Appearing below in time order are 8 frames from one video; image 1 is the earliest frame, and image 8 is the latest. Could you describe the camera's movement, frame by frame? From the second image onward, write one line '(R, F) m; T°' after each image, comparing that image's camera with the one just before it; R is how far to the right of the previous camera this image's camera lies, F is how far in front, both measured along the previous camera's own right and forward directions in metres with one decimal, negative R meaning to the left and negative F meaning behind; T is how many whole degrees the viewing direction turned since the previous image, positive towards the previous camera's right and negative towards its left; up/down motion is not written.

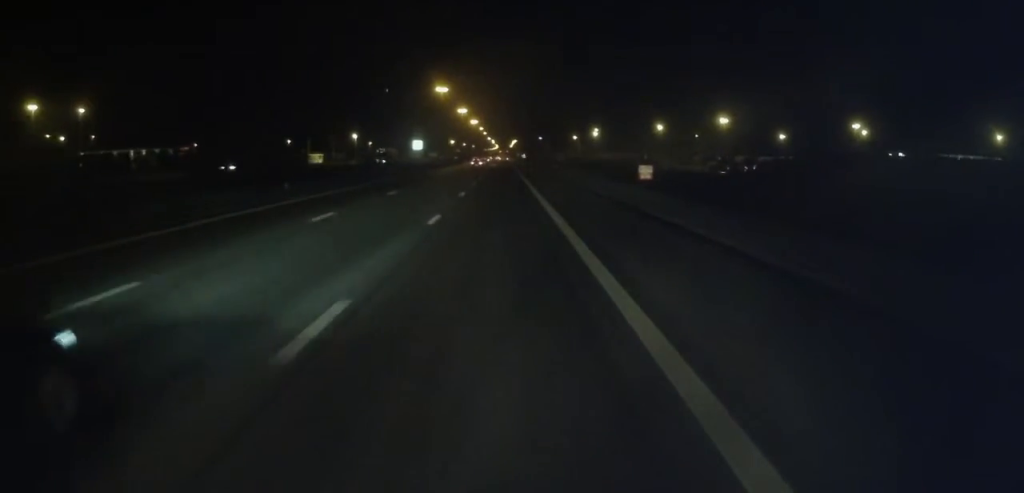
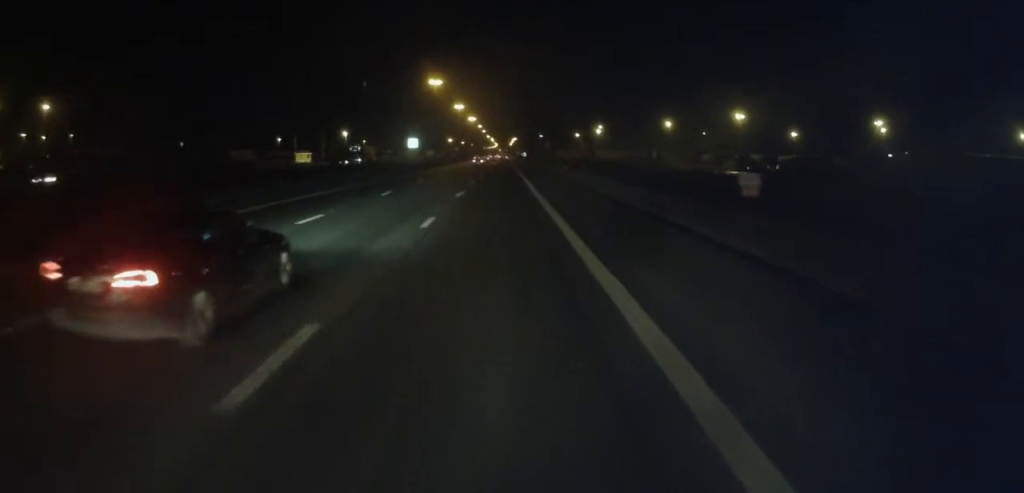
(0.0, +14.0) m; 0°
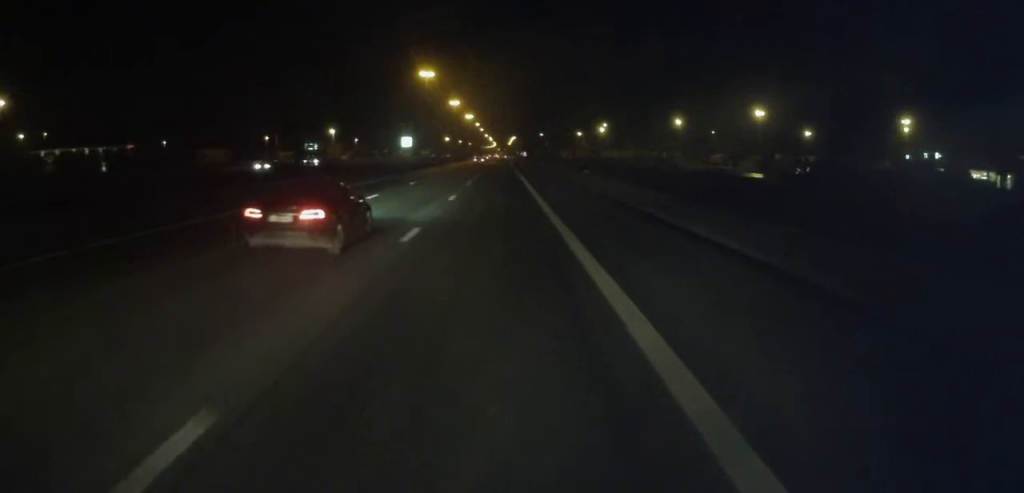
(0.0, +15.5) m; 0°
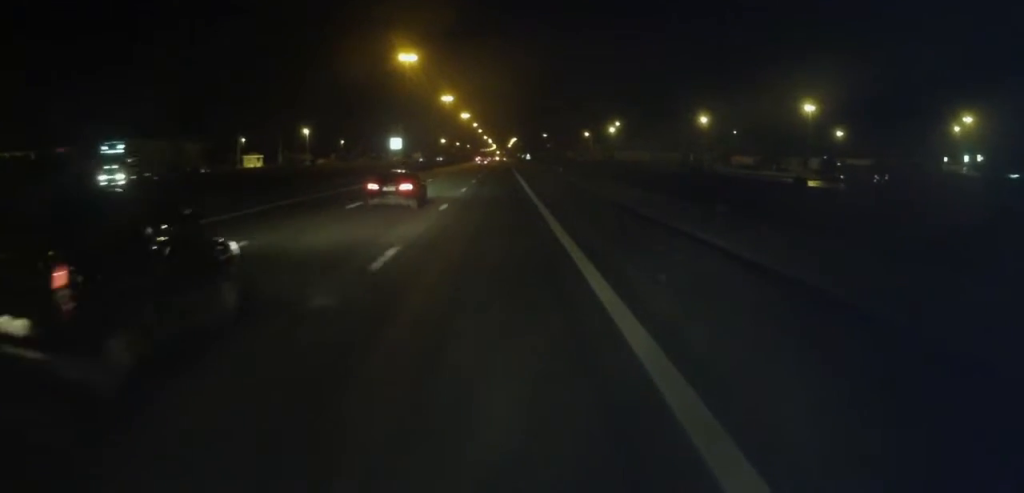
(0.0, +29.0) m; 0°
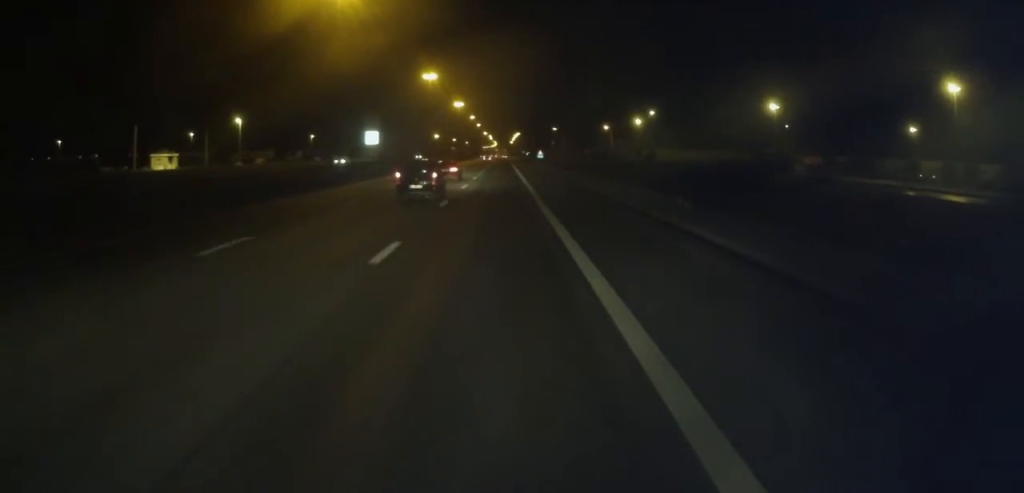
(0.0, +51.6) m; 0°
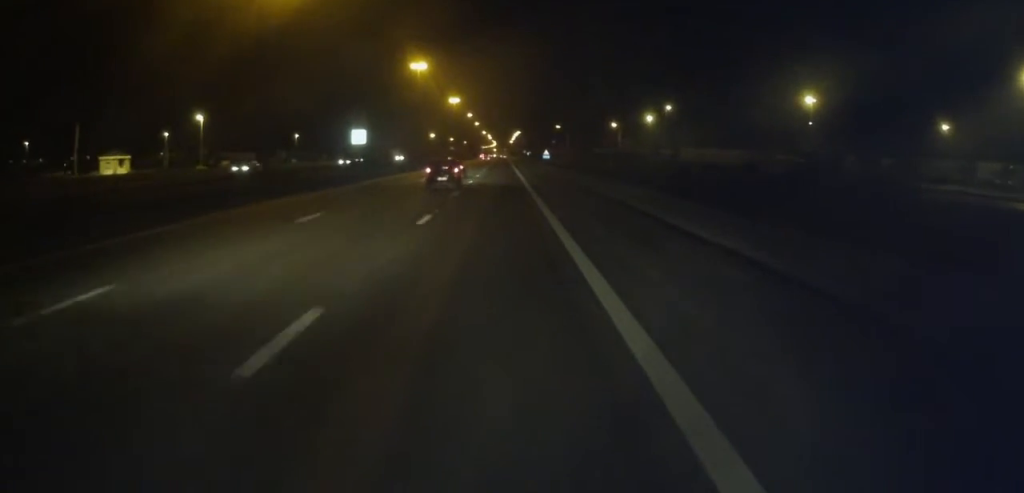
(0.0, +19.2) m; 0°
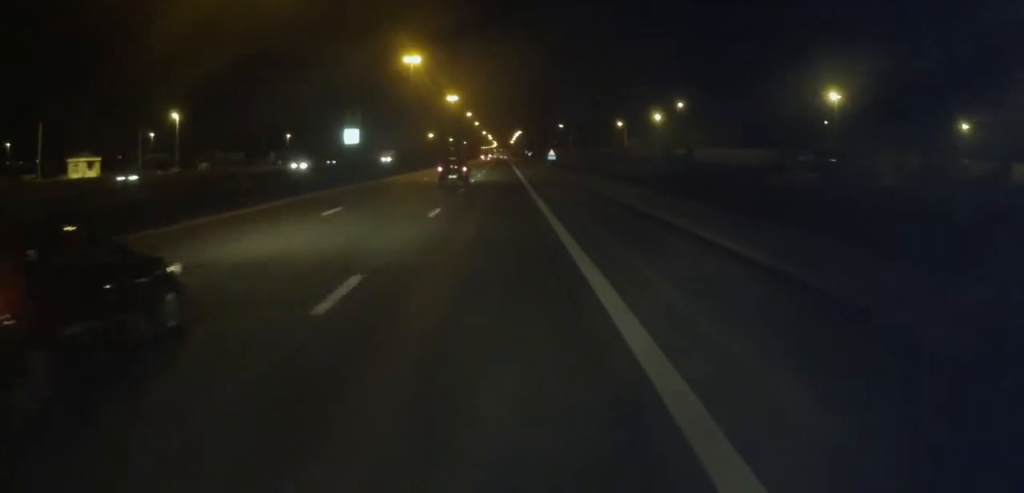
(0.0, +10.6) m; 0°
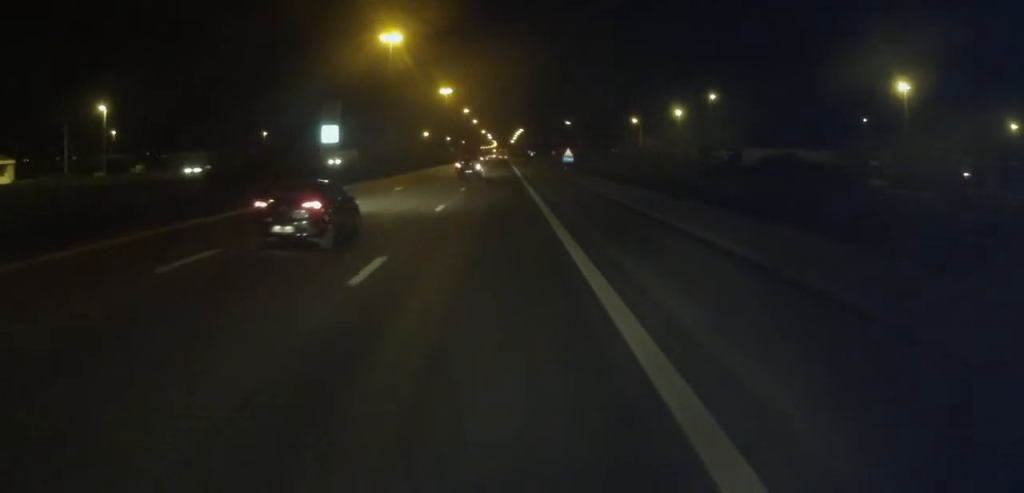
(0.0, +24.7) m; 0°
